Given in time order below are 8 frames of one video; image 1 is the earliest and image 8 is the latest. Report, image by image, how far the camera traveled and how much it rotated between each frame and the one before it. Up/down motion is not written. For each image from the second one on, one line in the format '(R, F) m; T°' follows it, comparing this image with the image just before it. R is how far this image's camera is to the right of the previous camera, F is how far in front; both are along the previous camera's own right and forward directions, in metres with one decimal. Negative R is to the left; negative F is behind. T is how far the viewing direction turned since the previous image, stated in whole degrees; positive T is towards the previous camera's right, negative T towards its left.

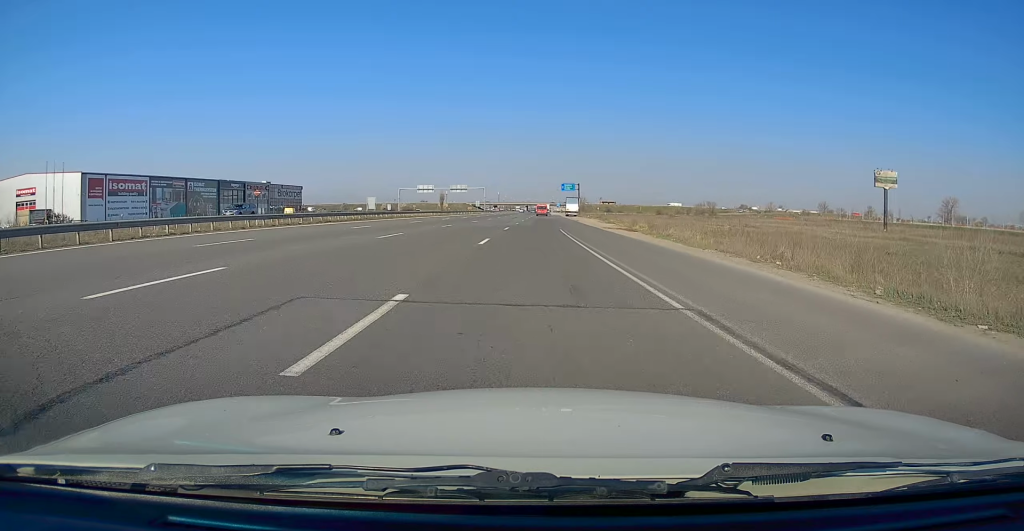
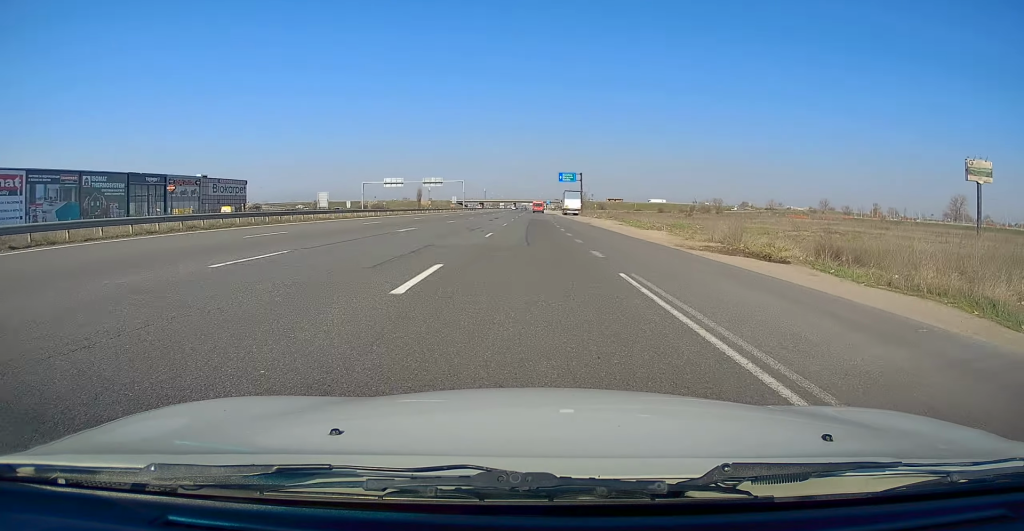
(+0.3, +28.1) m; +1°
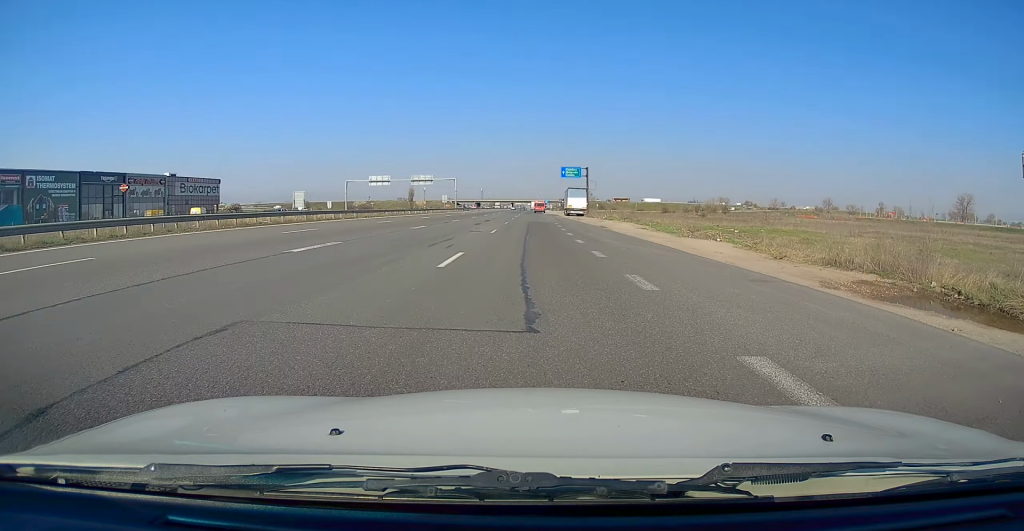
(+0.2, +12.1) m; 0°
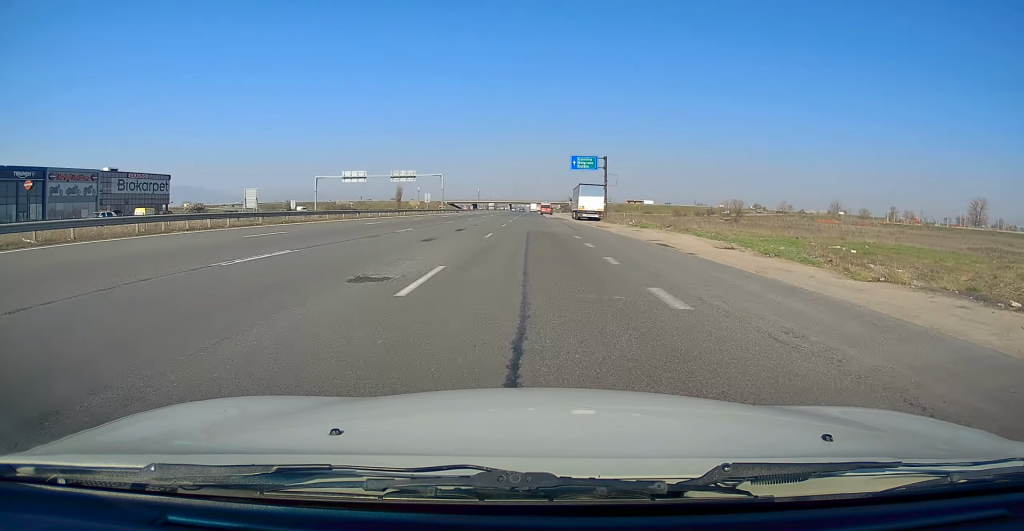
(-0.4, +19.5) m; 0°
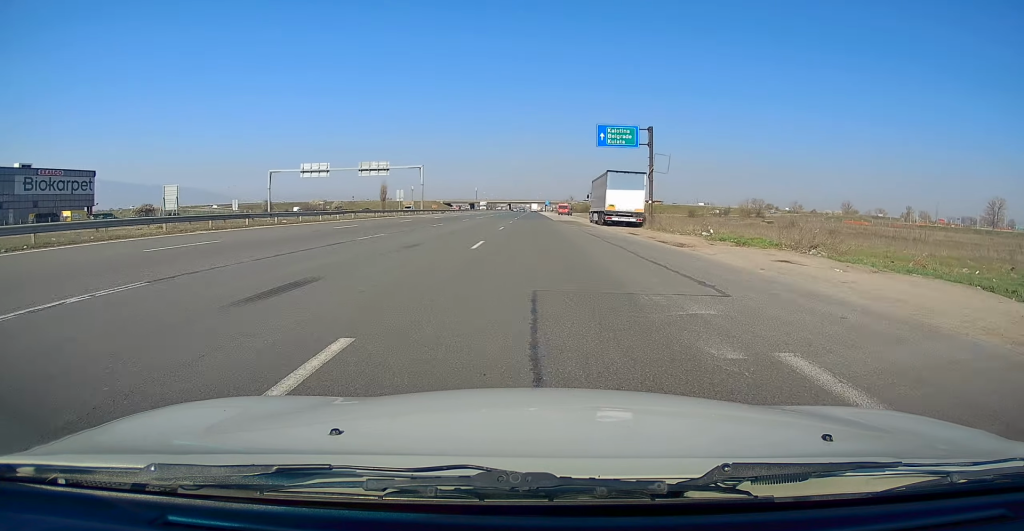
(+0.5, +22.1) m; +1°
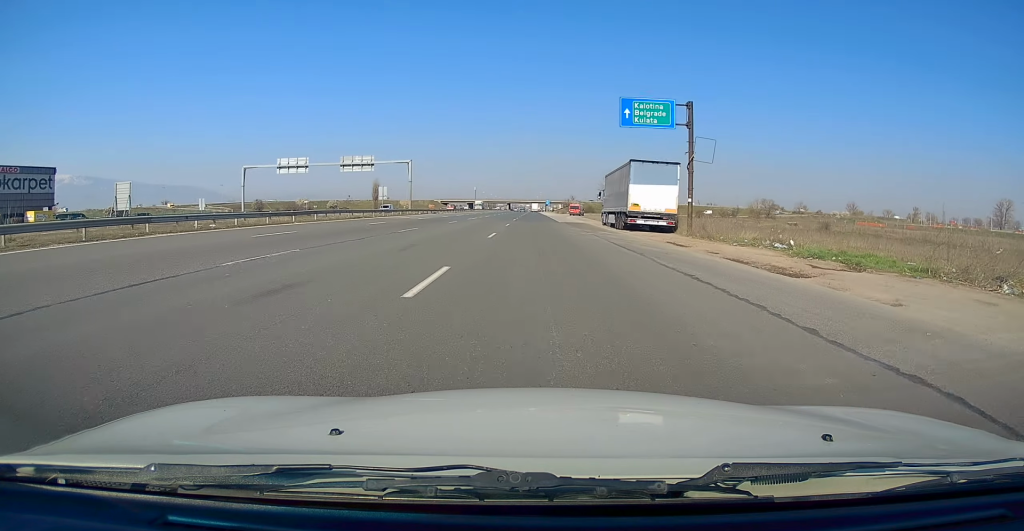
(+0.1, +9.4) m; -1°
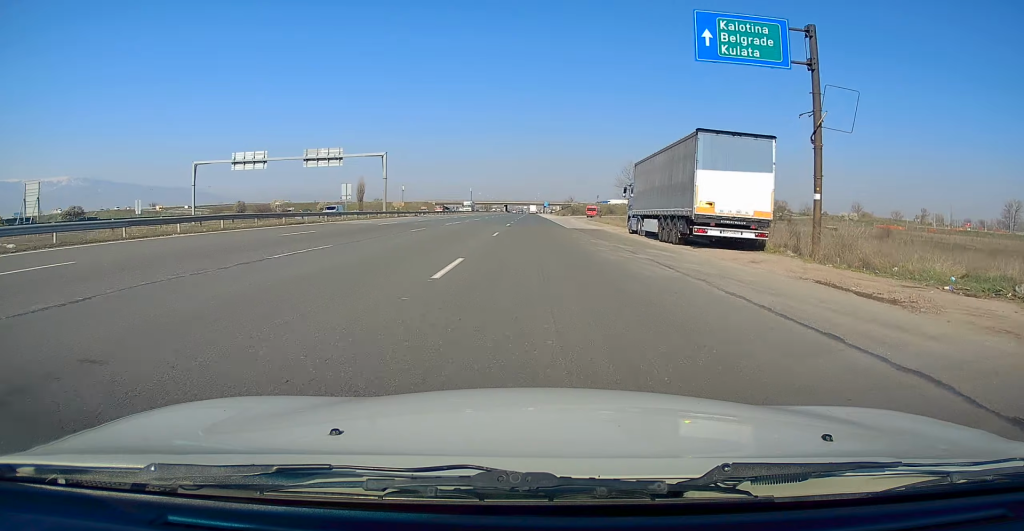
(-0.1, +13.5) m; -1°
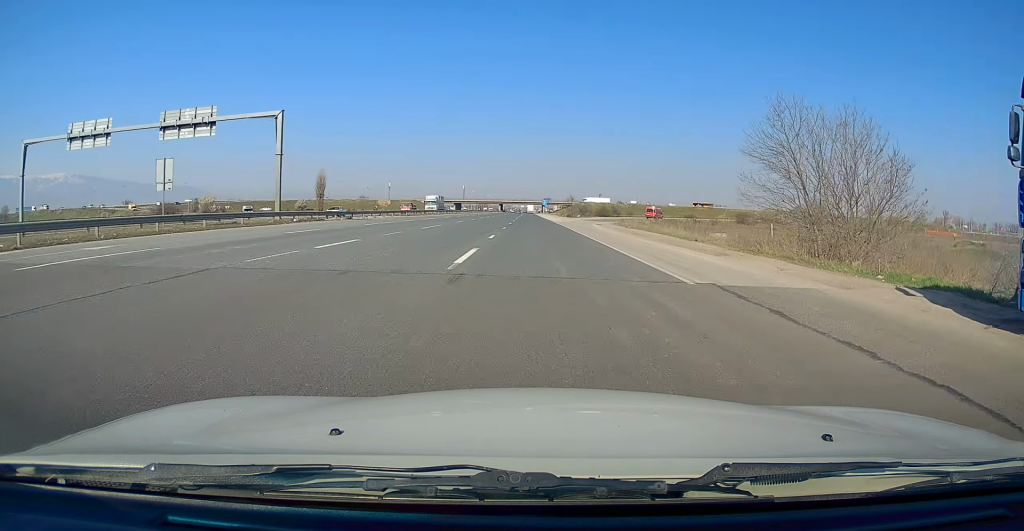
(-0.1, +29.7) m; +1°
